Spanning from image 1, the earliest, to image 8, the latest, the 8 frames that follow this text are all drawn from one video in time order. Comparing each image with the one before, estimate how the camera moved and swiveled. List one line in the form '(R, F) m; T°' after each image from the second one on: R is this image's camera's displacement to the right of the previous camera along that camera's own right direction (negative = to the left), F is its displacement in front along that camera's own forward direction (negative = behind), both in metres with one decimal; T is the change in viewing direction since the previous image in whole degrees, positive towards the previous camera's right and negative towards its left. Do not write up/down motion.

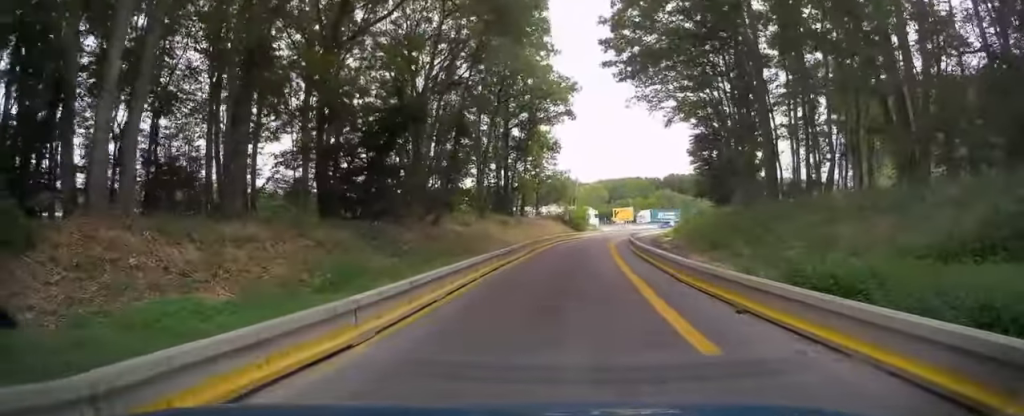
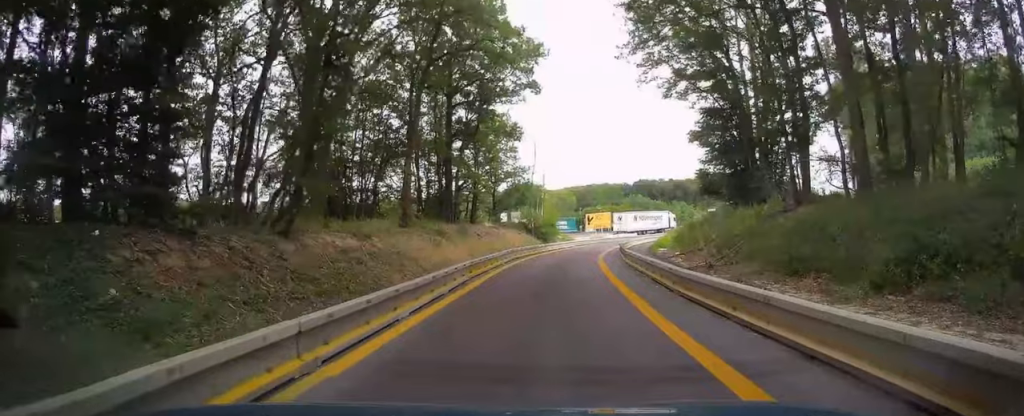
(+0.9, +12.6) m; +6°
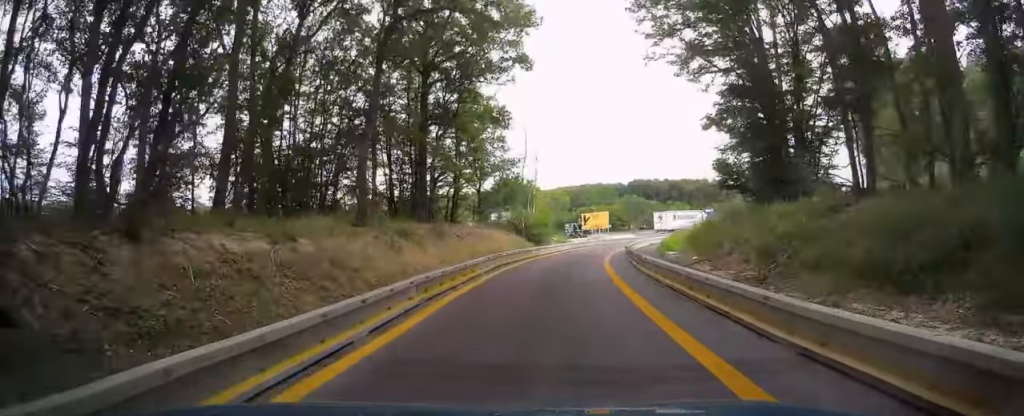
(0.0, +5.6) m; +2°
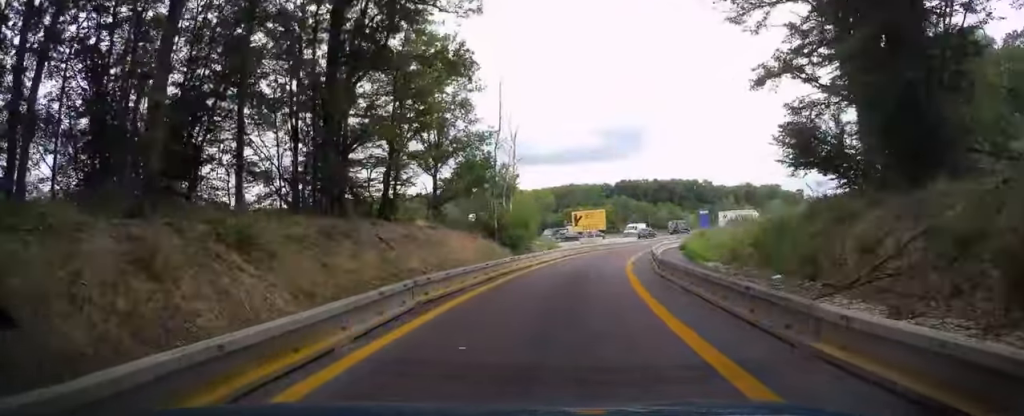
(+0.5, +12.3) m; +4°
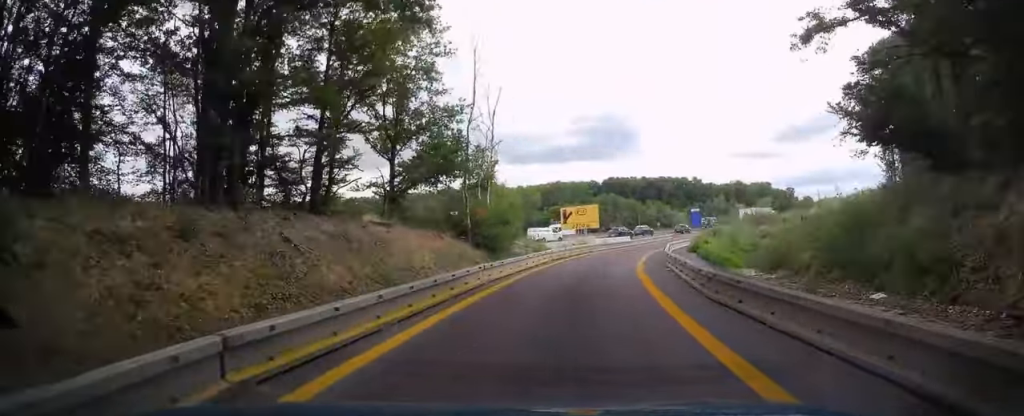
(+0.1, +6.6) m; +1°
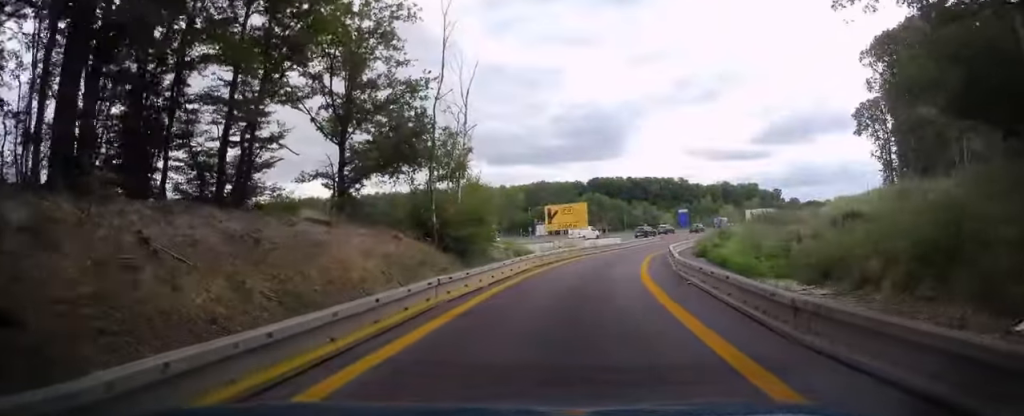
(0.0, +4.7) m; +1°
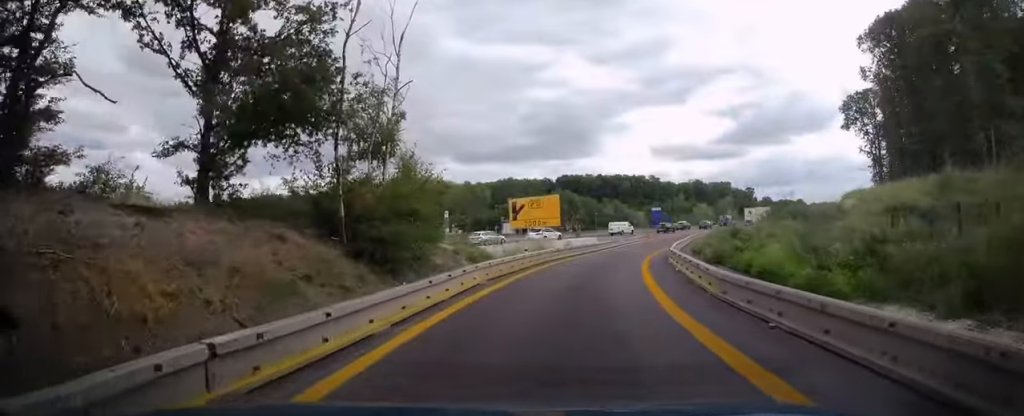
(+0.2, +7.6) m; +2°
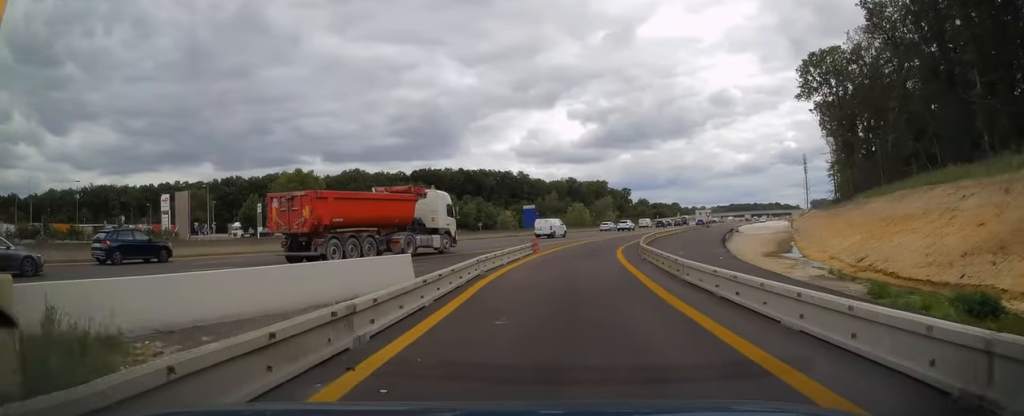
(+3.4, +32.7) m; +13°
